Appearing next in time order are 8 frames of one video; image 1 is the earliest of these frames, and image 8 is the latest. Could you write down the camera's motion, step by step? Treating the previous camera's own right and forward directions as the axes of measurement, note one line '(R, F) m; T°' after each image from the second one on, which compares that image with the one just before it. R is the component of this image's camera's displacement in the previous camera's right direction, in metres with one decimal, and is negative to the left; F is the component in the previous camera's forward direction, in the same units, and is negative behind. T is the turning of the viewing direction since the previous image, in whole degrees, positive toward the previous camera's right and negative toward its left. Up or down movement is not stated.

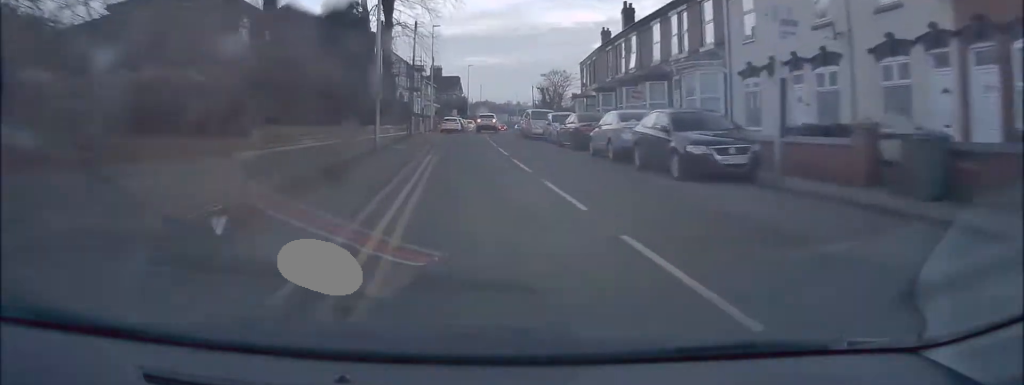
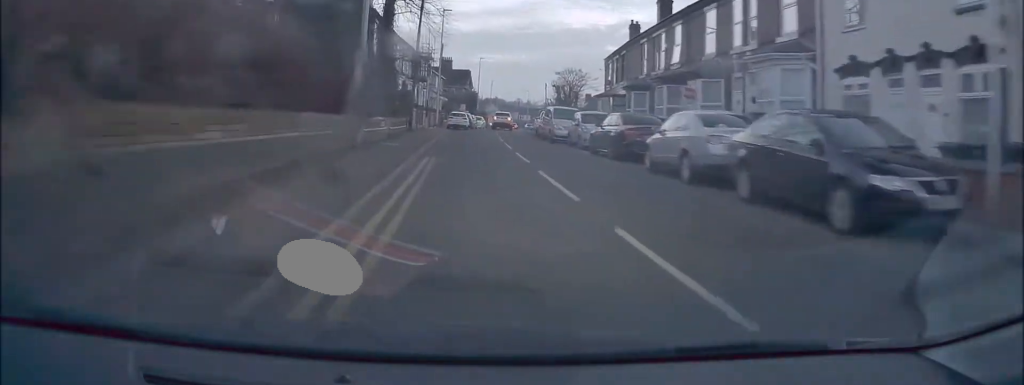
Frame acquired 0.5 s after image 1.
(0.0, +5.5) m; 0°
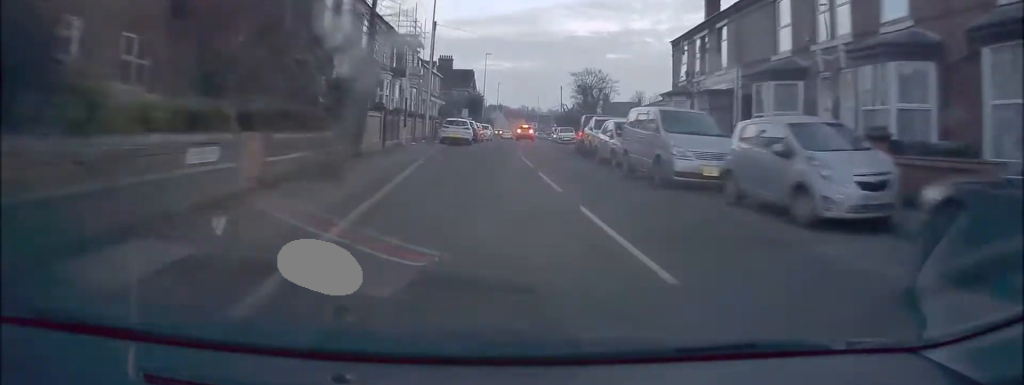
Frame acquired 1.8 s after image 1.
(+0.1, +16.1) m; 0°
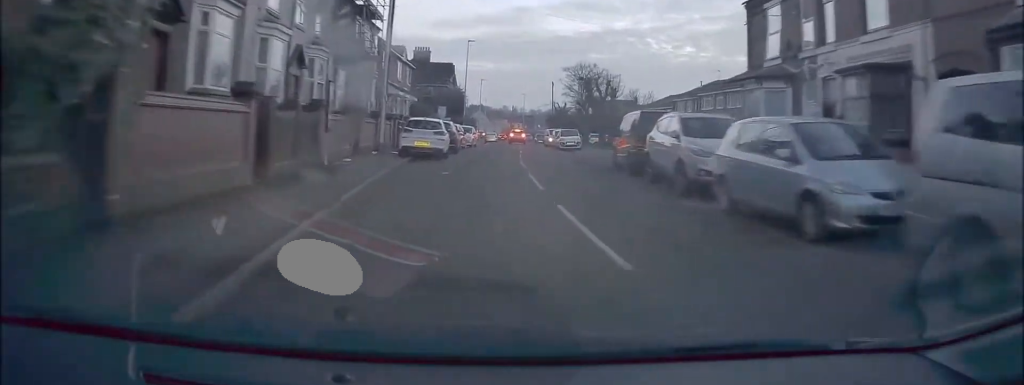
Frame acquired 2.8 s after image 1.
(-0.2, +11.7) m; 0°
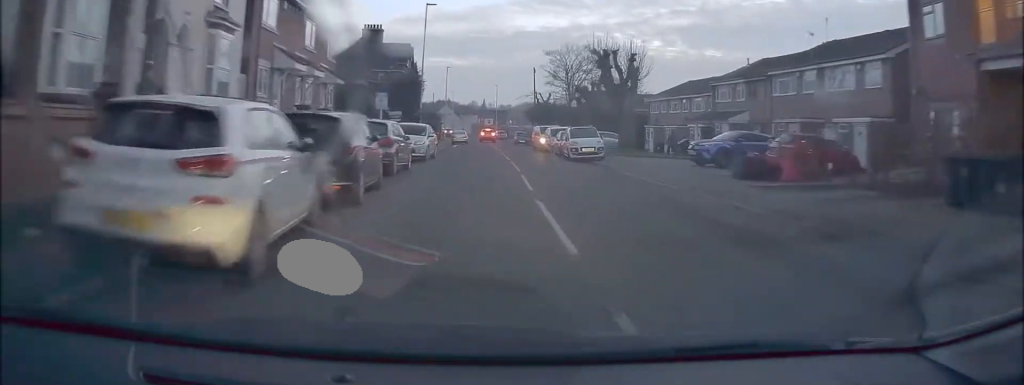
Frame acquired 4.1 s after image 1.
(+0.6, +16.5) m; +4°
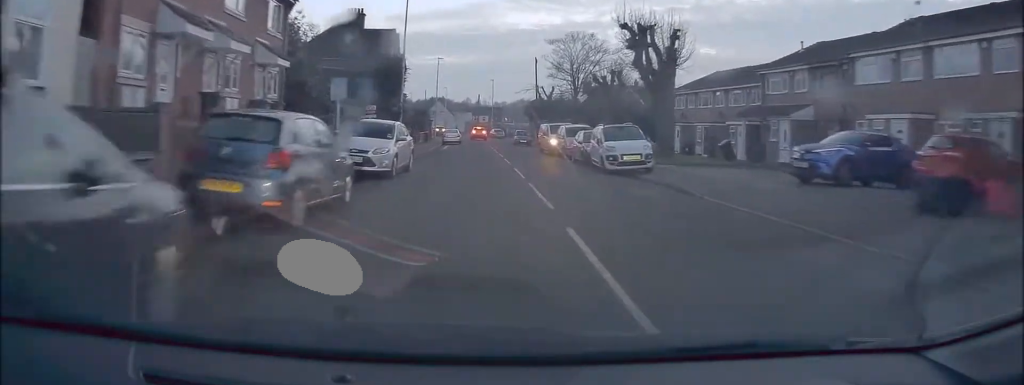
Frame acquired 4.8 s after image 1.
(+0.1, +8.1) m; +2°
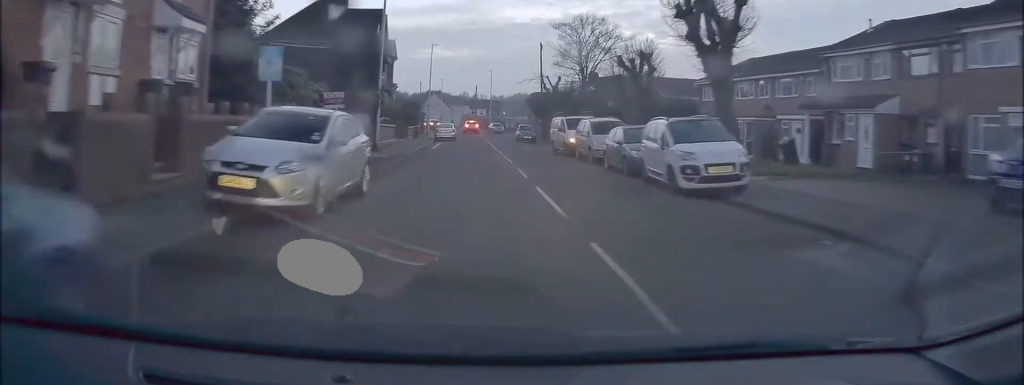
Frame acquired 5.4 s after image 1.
(+0.1, +6.9) m; 0°
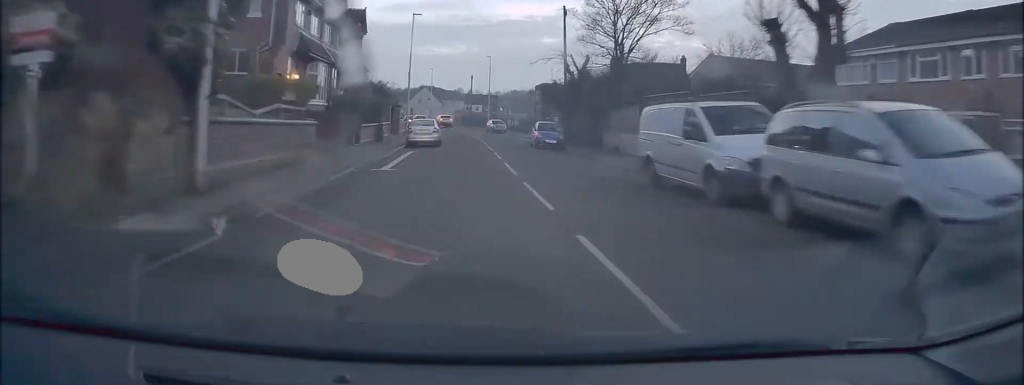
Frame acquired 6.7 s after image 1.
(-0.1, +17.1) m; 0°
